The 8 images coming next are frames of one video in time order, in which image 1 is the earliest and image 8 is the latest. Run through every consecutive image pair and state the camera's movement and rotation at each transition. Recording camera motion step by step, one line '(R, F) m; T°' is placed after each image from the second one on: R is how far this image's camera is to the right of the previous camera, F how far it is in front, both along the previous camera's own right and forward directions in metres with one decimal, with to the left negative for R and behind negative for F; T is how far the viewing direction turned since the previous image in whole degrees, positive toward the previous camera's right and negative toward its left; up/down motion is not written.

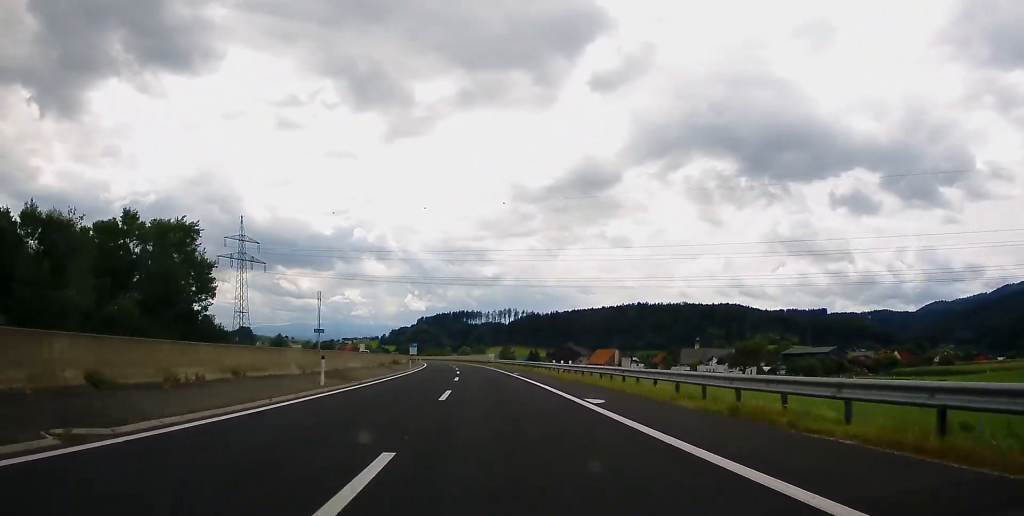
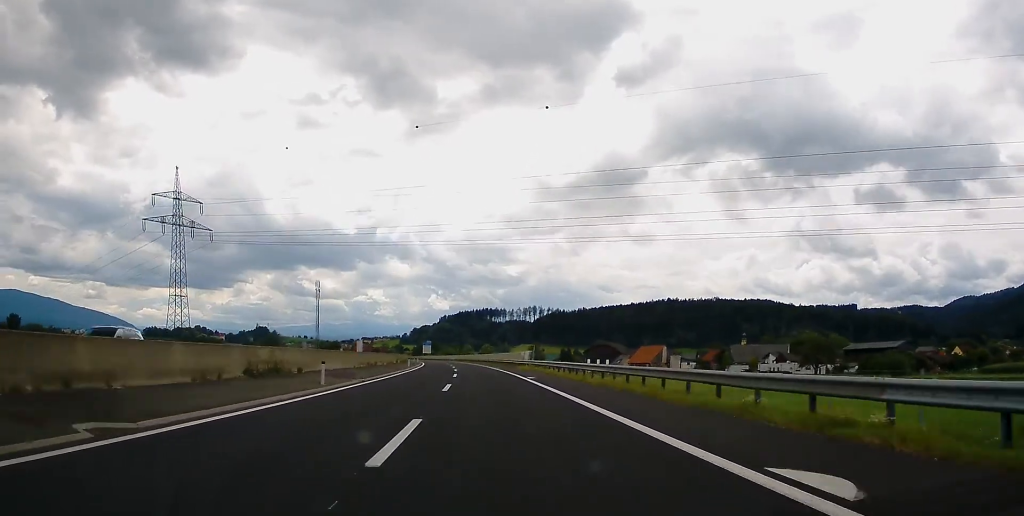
(-0.6, +49.0) m; -2°
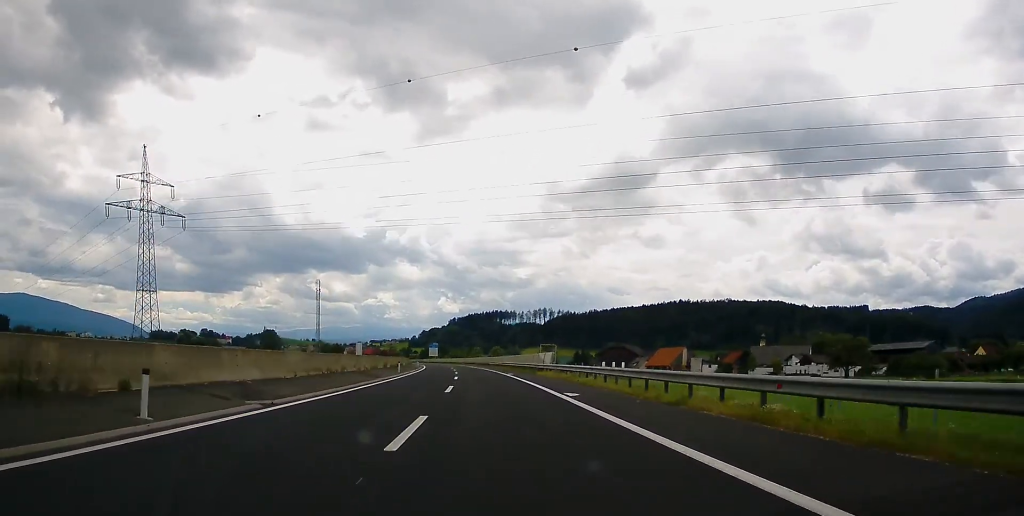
(-0.3, +16.3) m; -1°
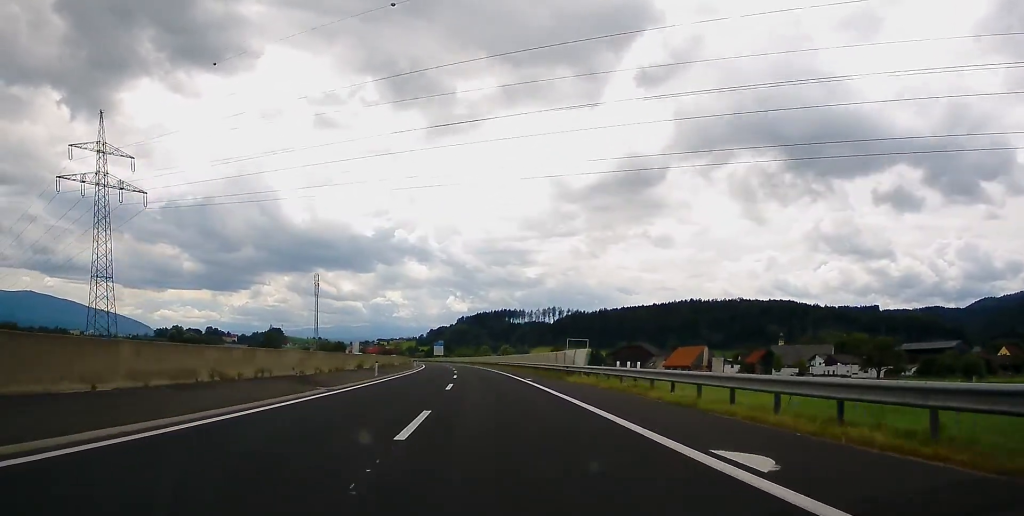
(-0.1, +16.6) m; -1°
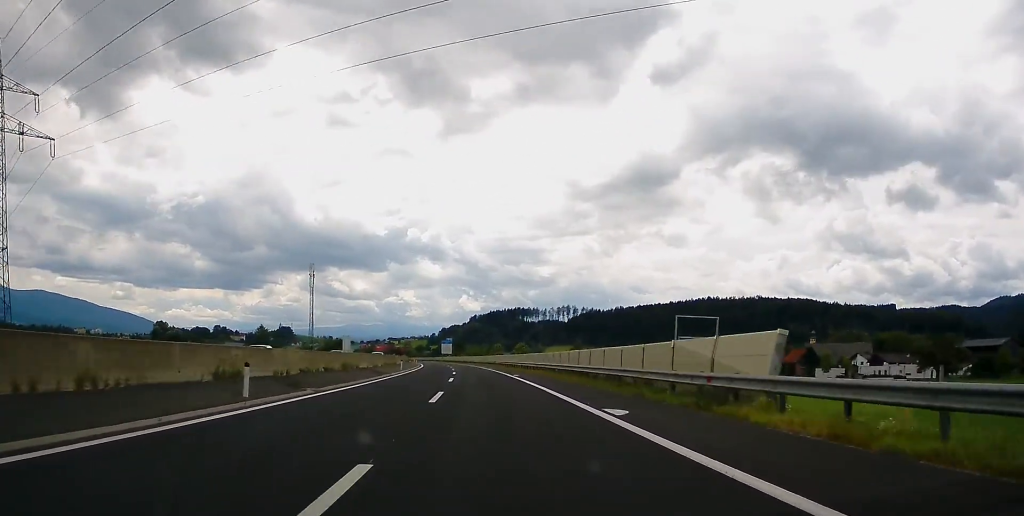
(-0.1, +26.7) m; -1°
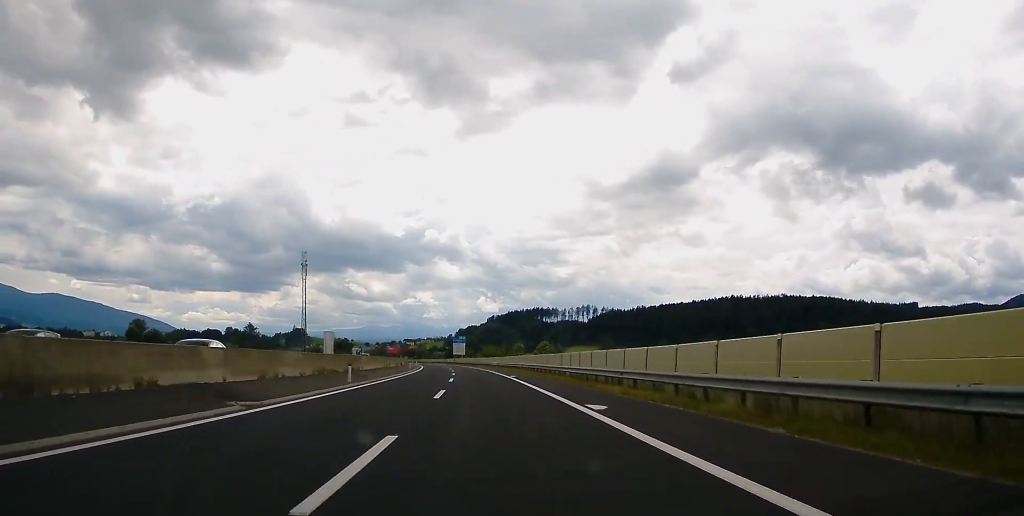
(-0.6, +32.4) m; -2°
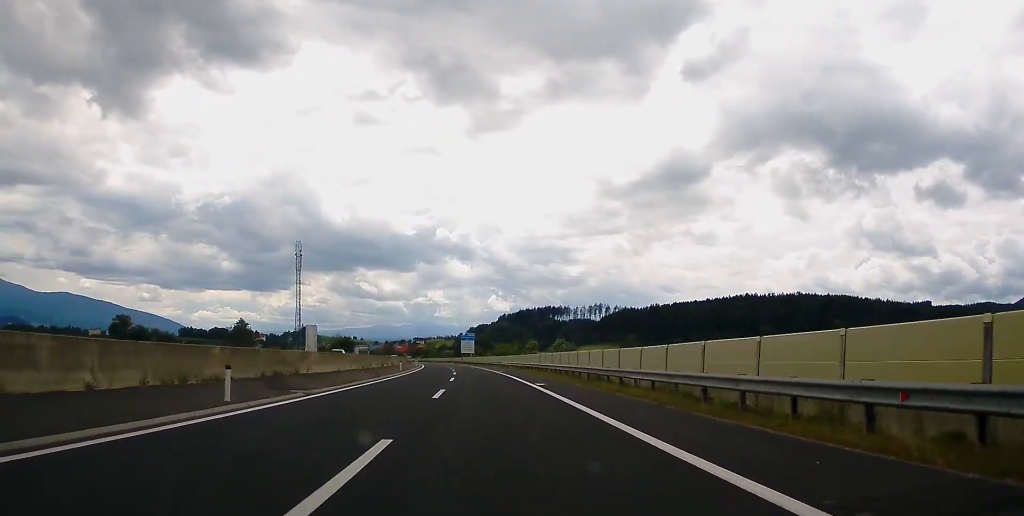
(-0.4, +18.6) m; 0°
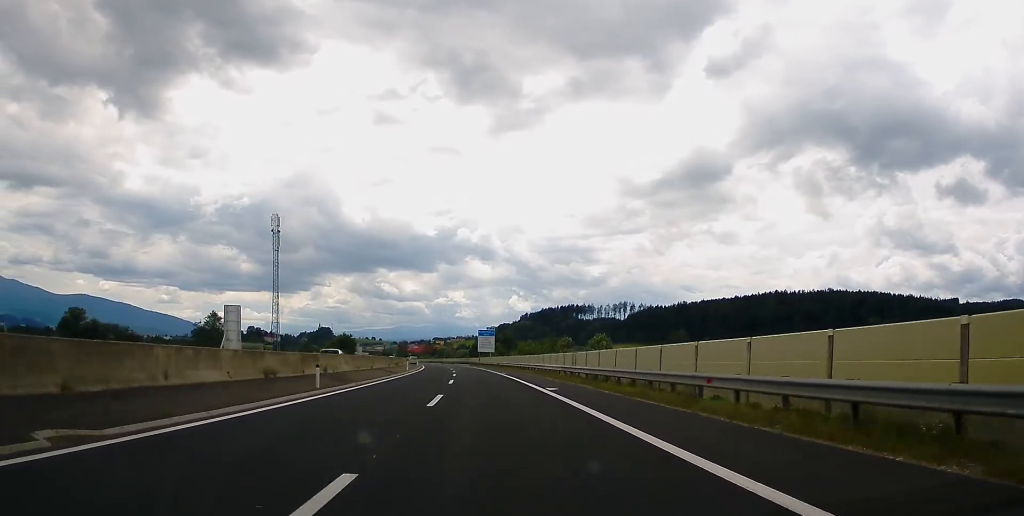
(+0.3, +39.2) m; -1°
